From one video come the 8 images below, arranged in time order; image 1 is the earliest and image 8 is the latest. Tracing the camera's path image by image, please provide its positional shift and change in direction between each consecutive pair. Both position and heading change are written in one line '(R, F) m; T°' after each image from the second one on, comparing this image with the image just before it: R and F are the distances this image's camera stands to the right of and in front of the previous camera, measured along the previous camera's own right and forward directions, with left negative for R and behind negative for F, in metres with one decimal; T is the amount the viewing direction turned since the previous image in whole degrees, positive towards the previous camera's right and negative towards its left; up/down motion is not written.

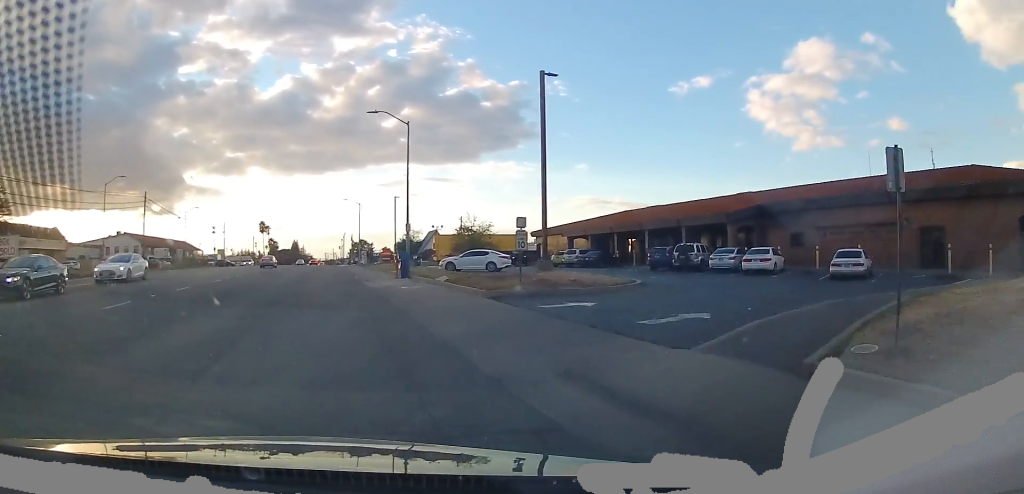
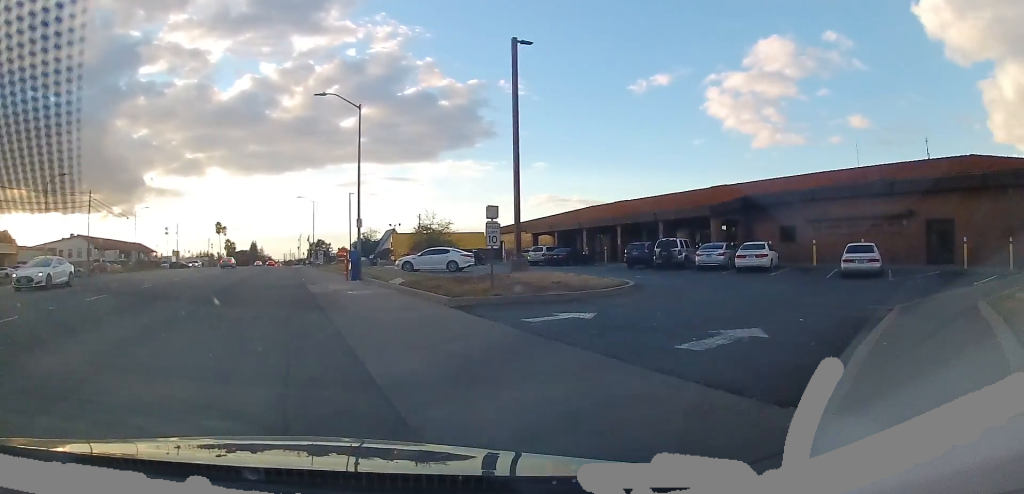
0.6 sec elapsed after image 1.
(0.0, +4.0) m; +3°
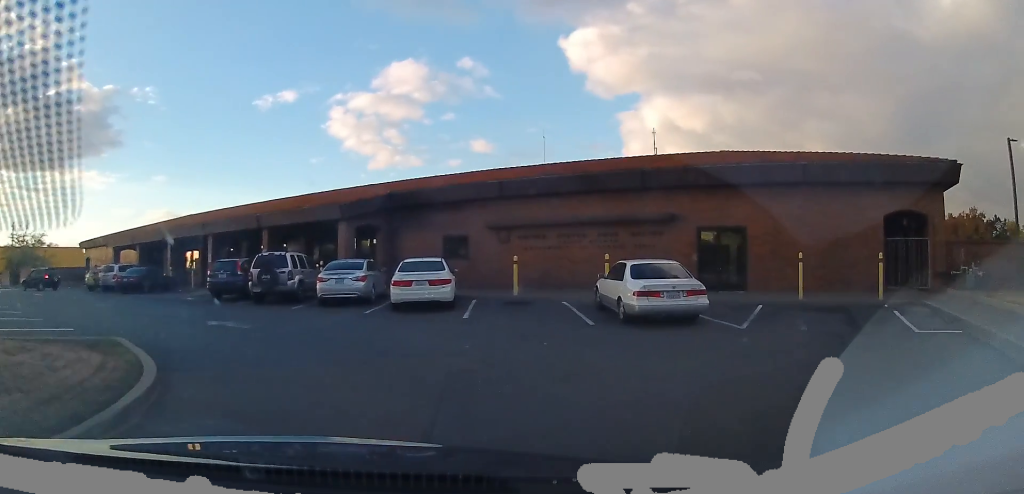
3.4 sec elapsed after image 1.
(+5.1, +11.1) m; +39°
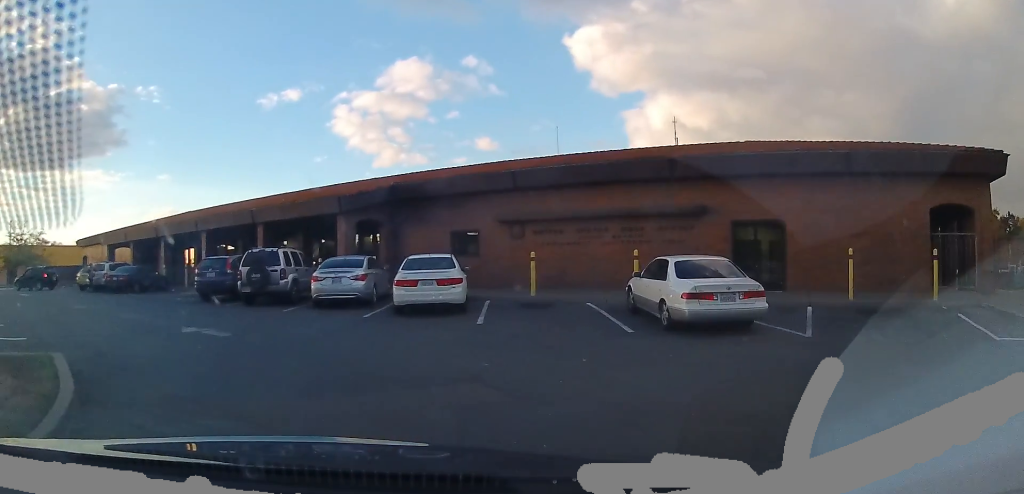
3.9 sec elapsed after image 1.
(-0.1, +1.8) m; -4°
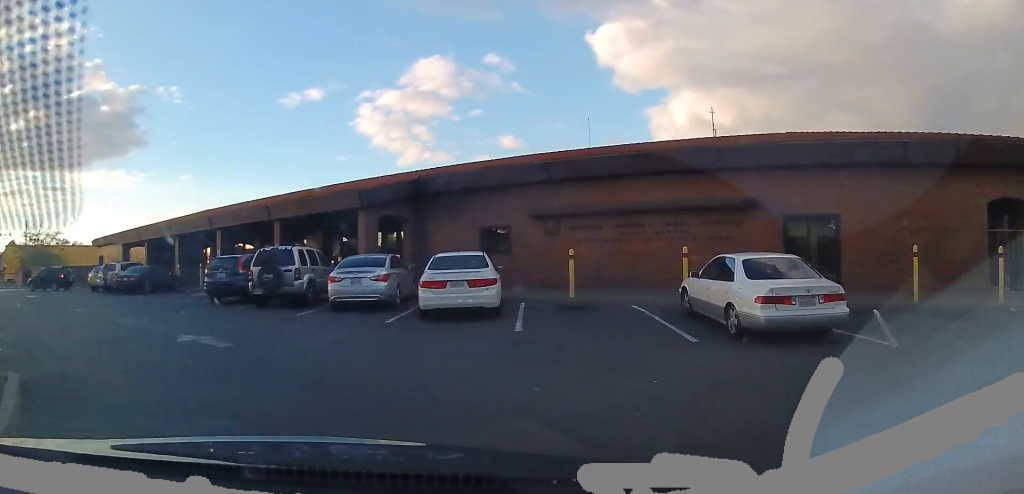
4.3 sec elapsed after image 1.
(-0.2, +1.4) m; -4°
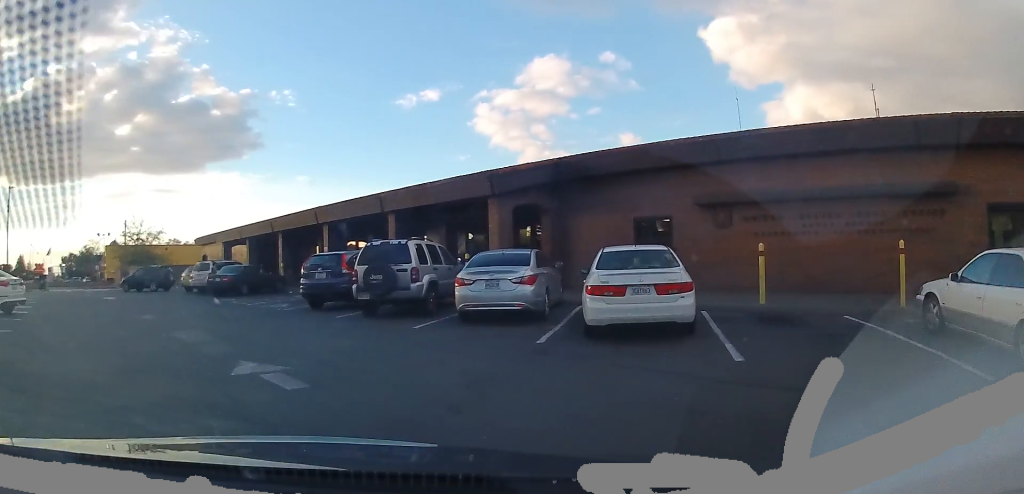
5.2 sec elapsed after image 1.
(-0.2, +3.2) m; -3°
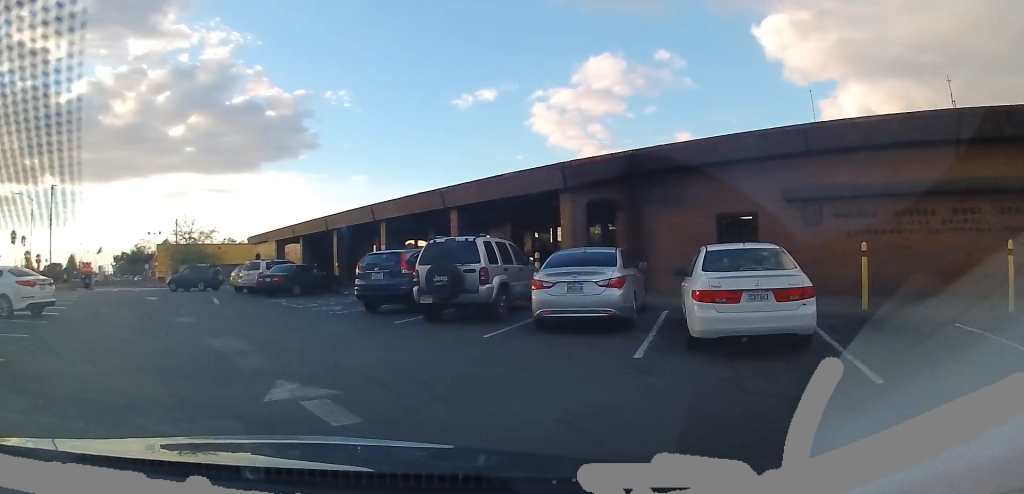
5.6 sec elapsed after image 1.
(0.0, +1.3) m; -1°
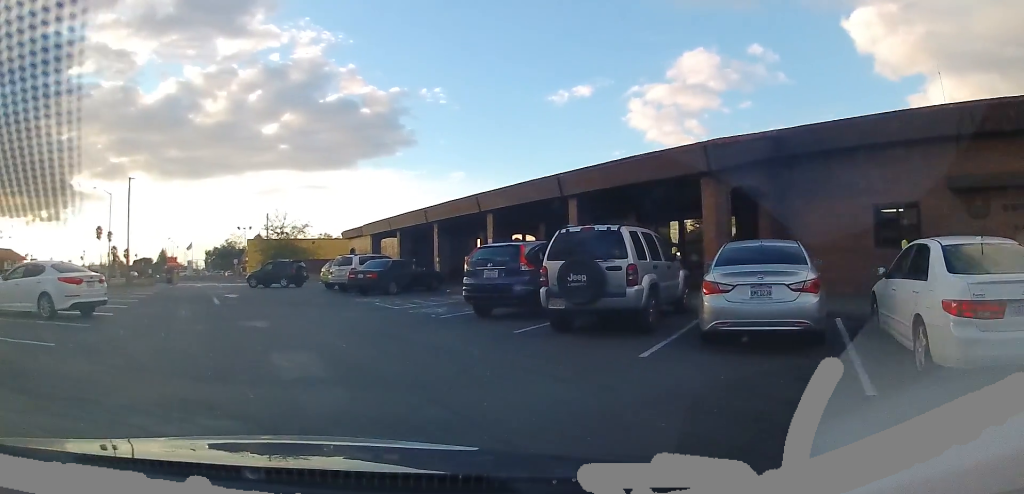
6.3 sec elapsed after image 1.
(0.0, +2.3) m; -6°
